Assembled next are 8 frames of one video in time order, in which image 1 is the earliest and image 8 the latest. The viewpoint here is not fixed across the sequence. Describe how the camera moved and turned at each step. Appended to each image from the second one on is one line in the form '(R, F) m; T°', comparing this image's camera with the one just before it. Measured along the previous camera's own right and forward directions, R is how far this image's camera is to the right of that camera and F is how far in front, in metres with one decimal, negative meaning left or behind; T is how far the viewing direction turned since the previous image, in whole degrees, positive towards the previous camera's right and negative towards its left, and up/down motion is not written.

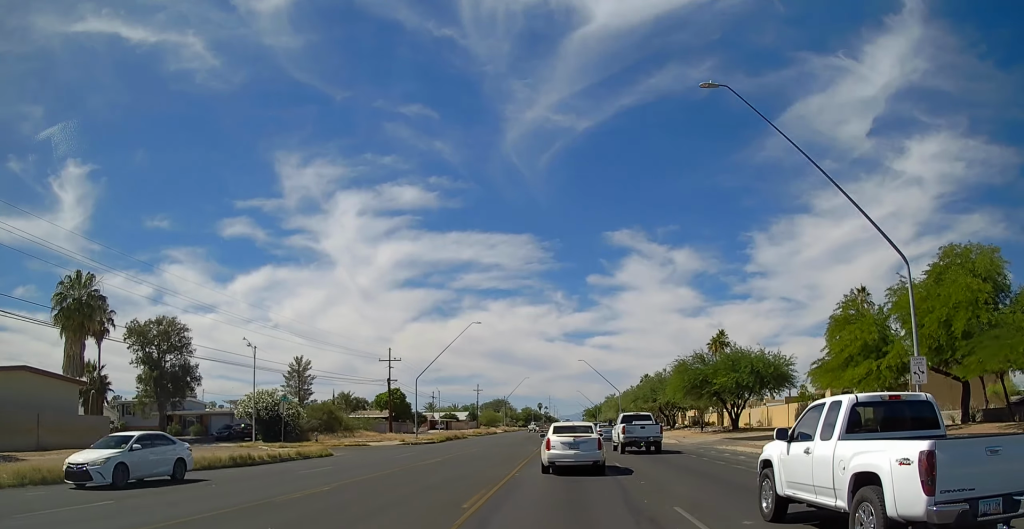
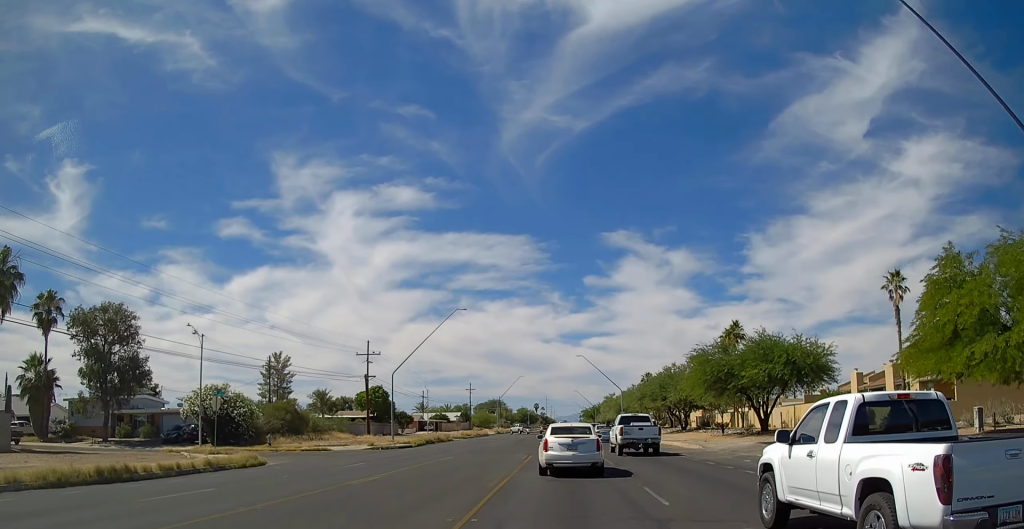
(+0.1, +8.8) m; +1°
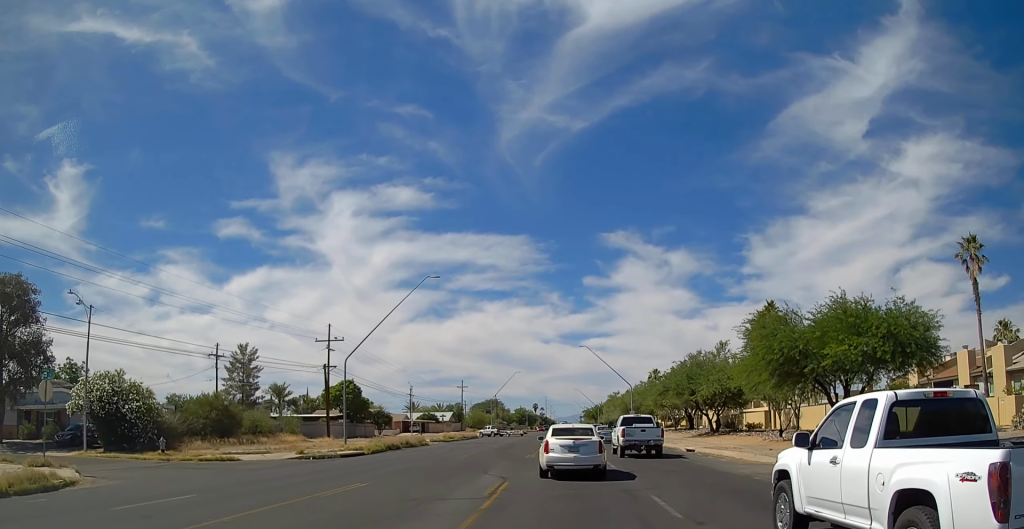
(0.0, +13.9) m; 0°
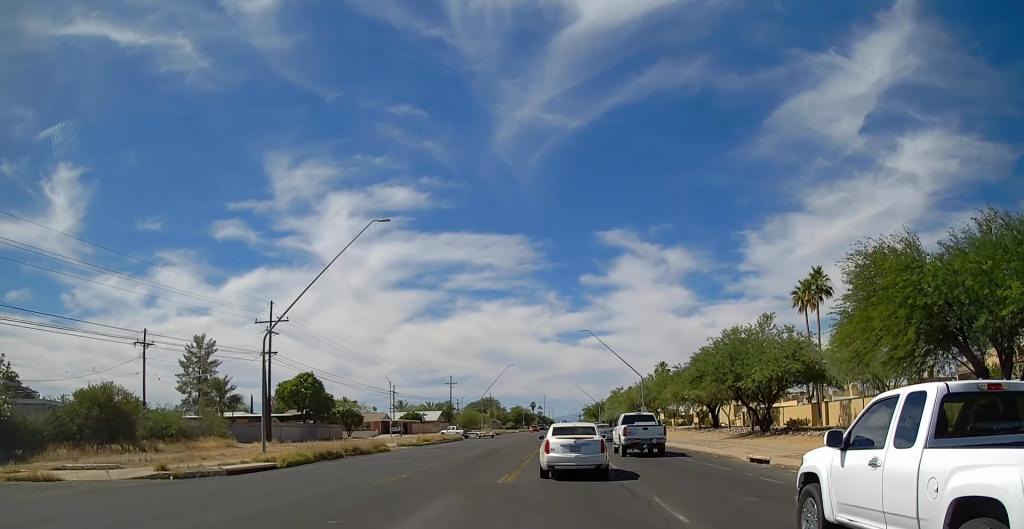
(+0.1, +13.8) m; -2°
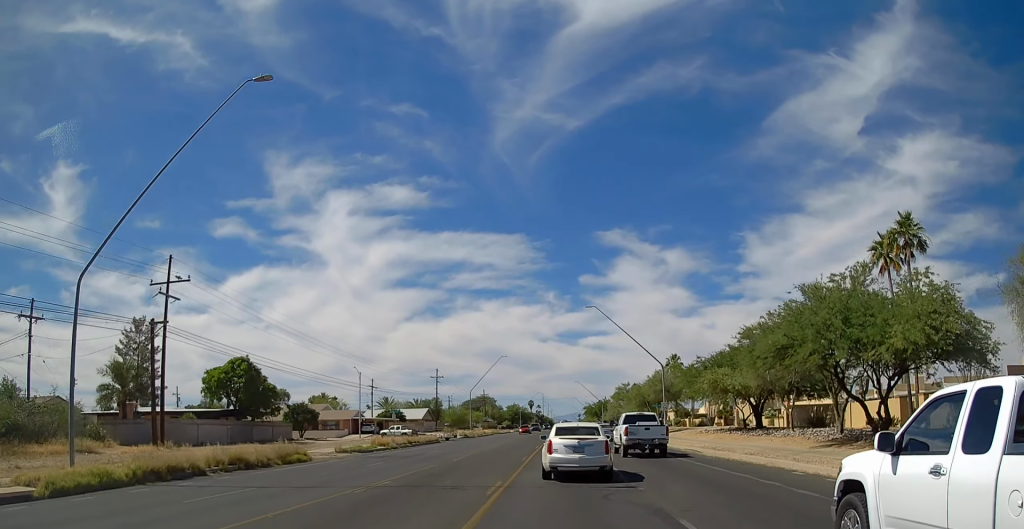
(-0.7, +15.5) m; 0°
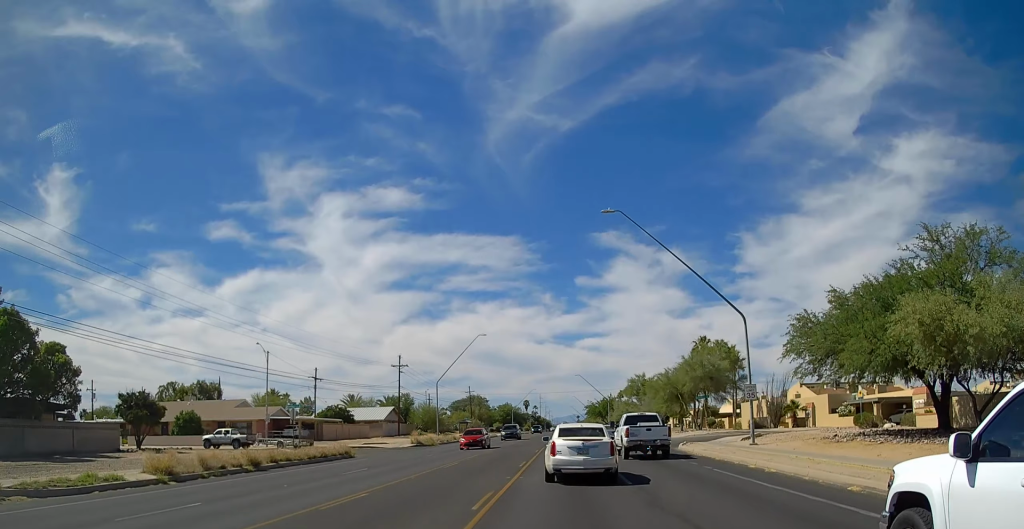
(+1.0, +27.8) m; +3°
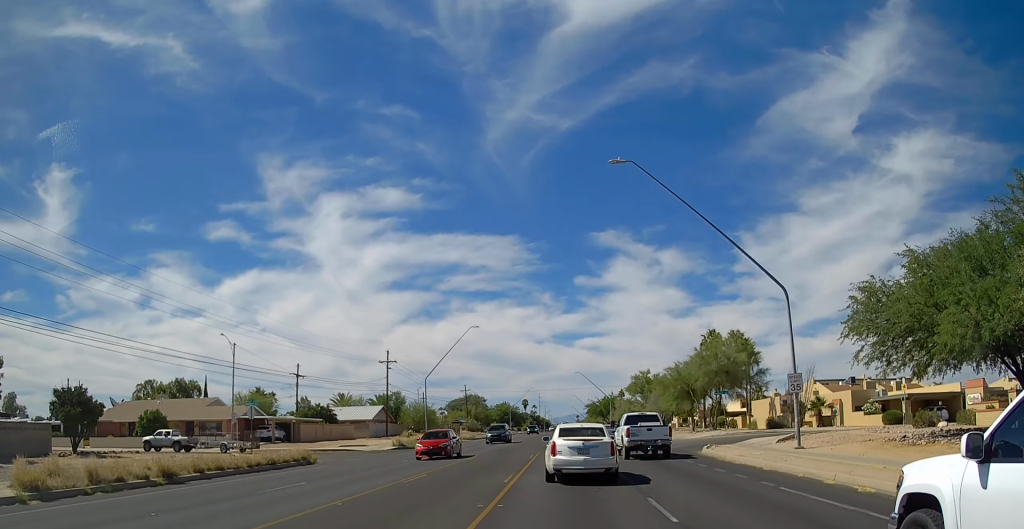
(0.0, +6.5) m; 0°
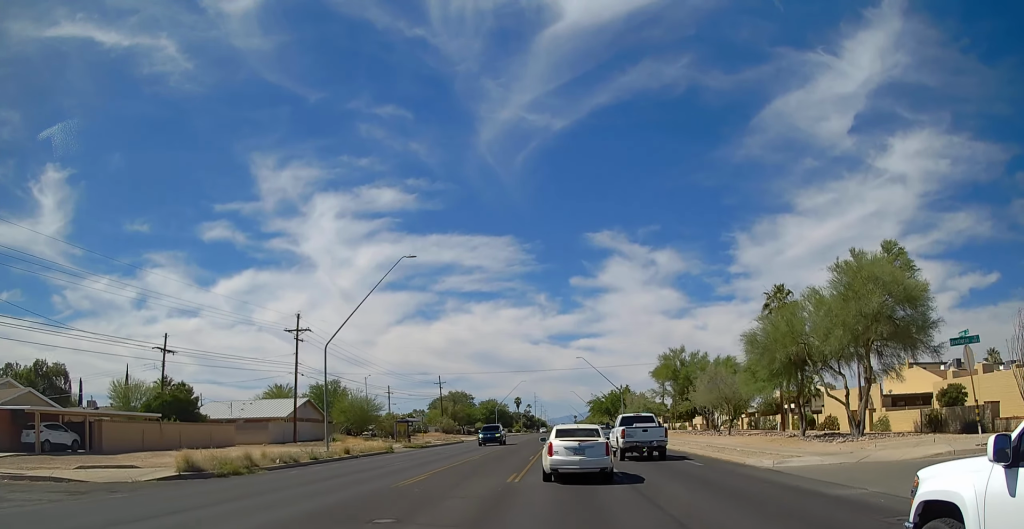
(0.0, +31.4) m; 0°
